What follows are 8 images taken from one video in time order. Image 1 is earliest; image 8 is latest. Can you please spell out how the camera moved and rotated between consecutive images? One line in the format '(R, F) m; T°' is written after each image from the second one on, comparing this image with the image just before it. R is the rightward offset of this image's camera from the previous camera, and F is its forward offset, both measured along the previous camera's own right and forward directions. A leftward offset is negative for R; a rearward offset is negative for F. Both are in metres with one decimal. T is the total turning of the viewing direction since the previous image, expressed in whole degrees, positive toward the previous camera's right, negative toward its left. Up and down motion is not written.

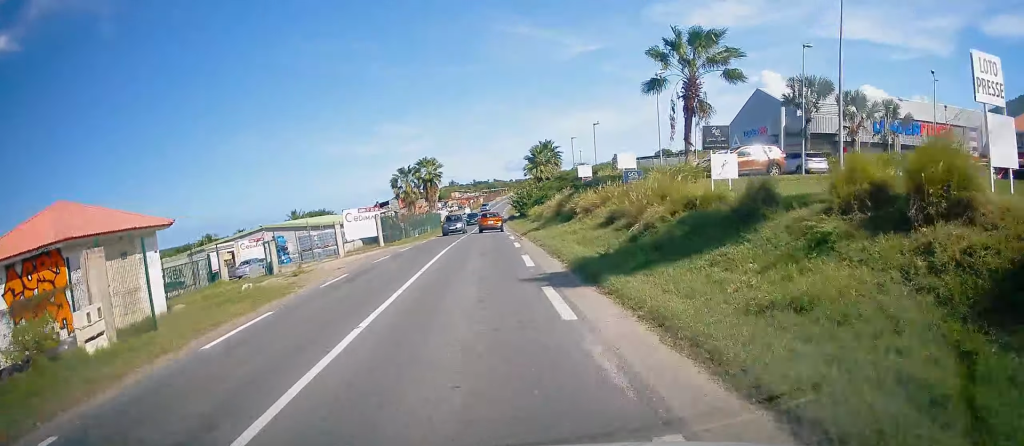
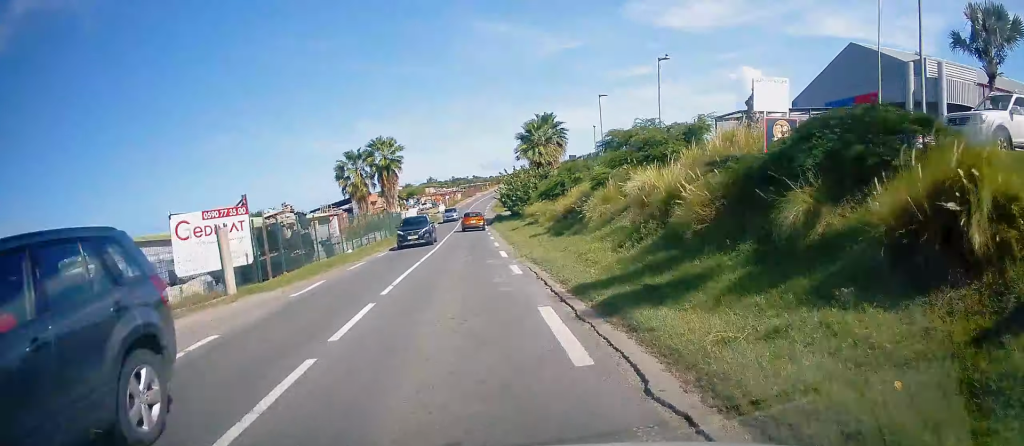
(+0.1, +21.9) m; +4°
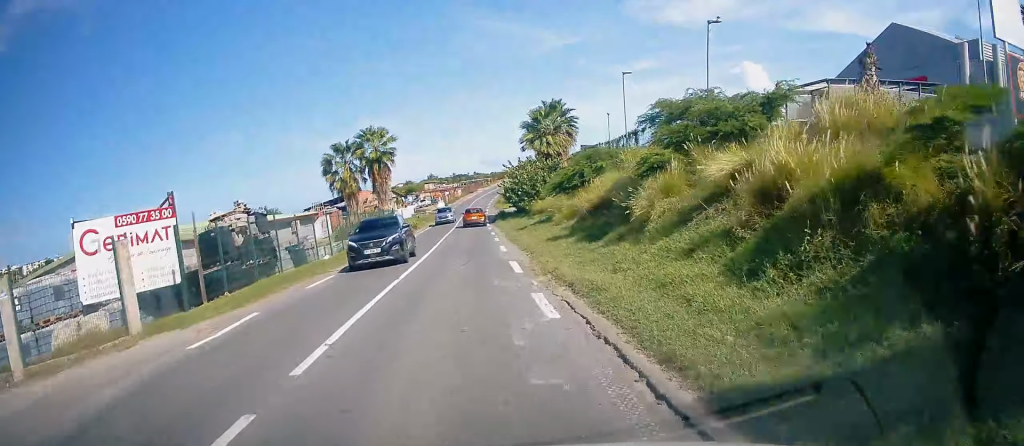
(+0.3, +5.5) m; 0°
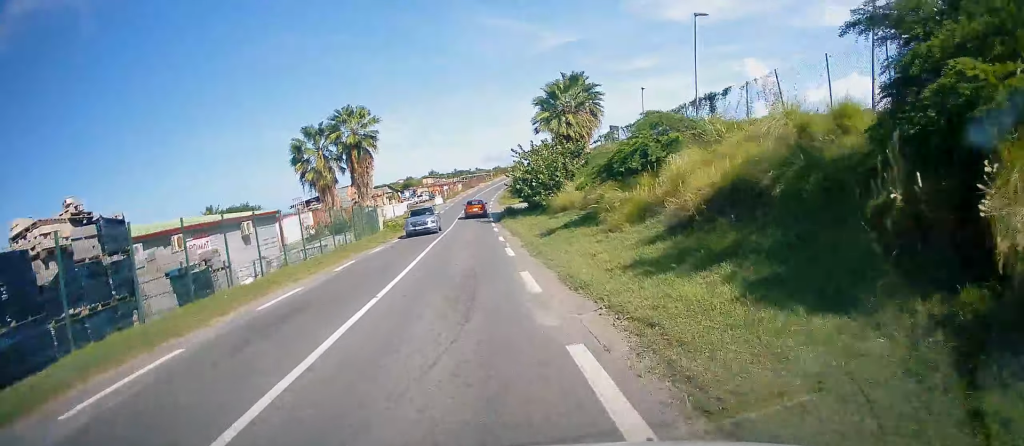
(+0.3, +9.9) m; -1°
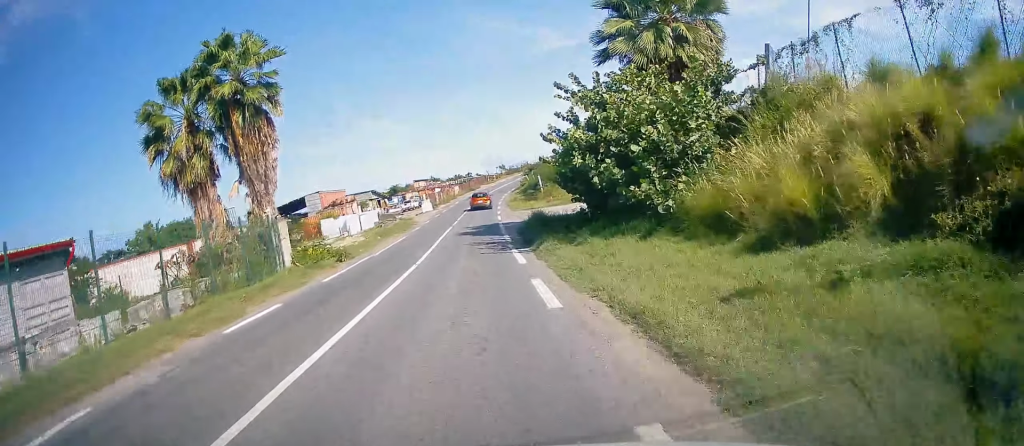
(-0.6, +21.8) m; -1°
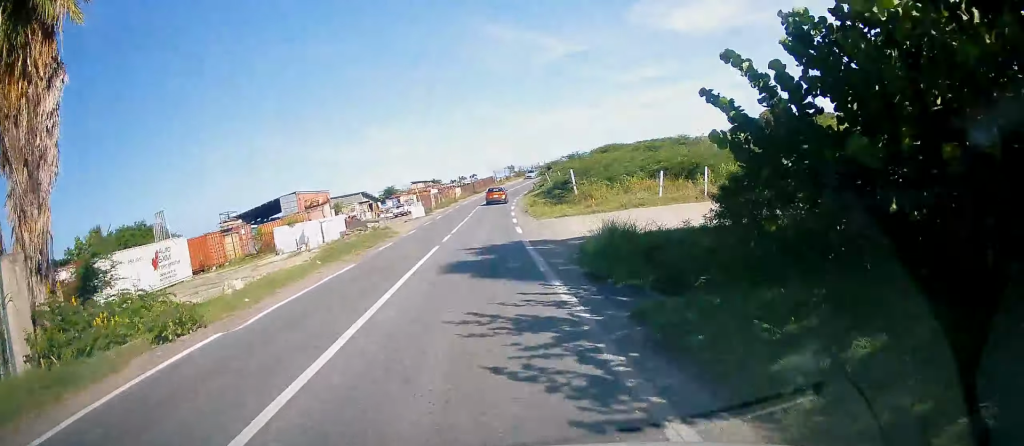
(-0.1, +13.9) m; -1°
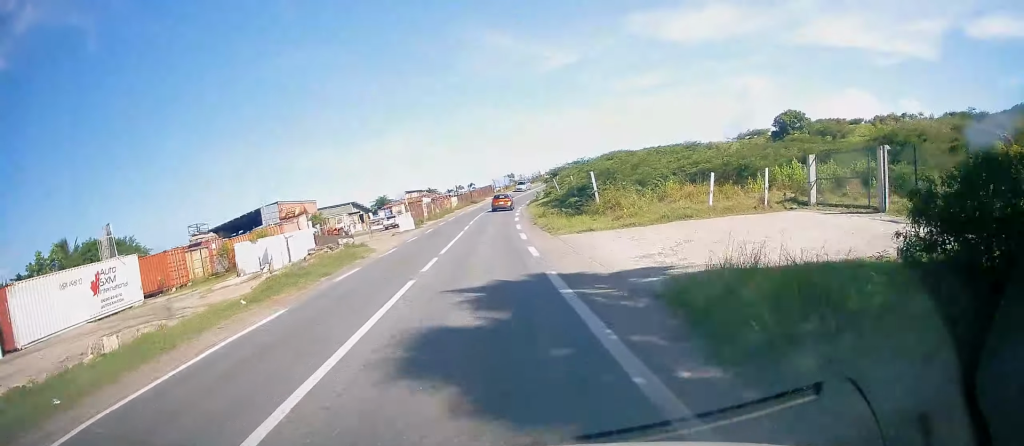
(0.0, +6.6) m; 0°
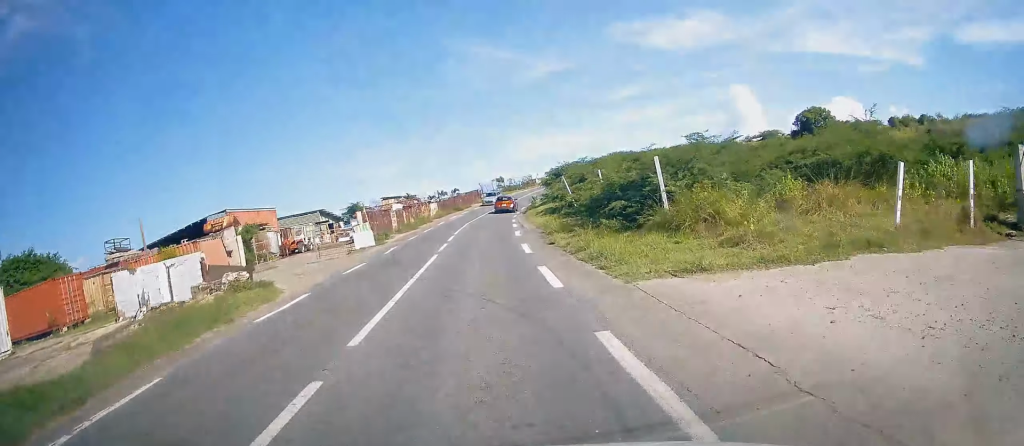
(0.0, +11.4) m; +2°
